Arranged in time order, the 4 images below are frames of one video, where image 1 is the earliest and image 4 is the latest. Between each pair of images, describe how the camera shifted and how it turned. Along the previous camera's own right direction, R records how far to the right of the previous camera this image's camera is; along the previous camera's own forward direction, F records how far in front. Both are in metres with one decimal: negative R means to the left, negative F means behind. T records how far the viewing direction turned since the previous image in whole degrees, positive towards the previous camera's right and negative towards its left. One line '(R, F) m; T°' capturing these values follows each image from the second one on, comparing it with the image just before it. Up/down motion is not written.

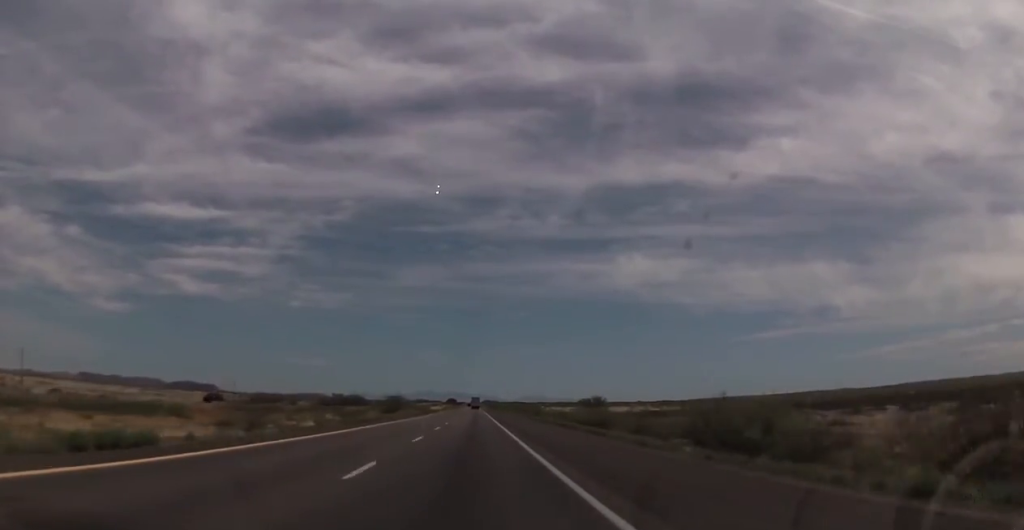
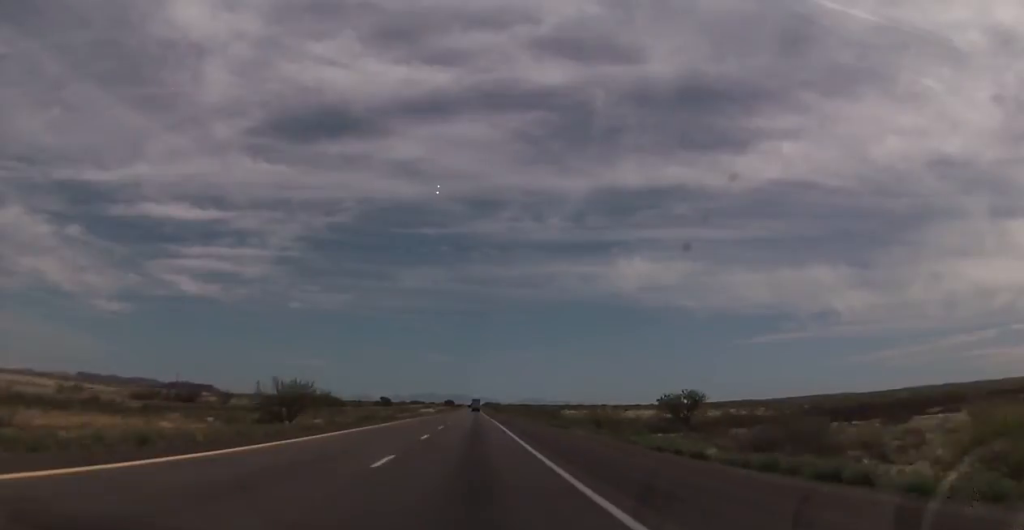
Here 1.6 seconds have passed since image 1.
(-0.7, +58.5) m; -1°
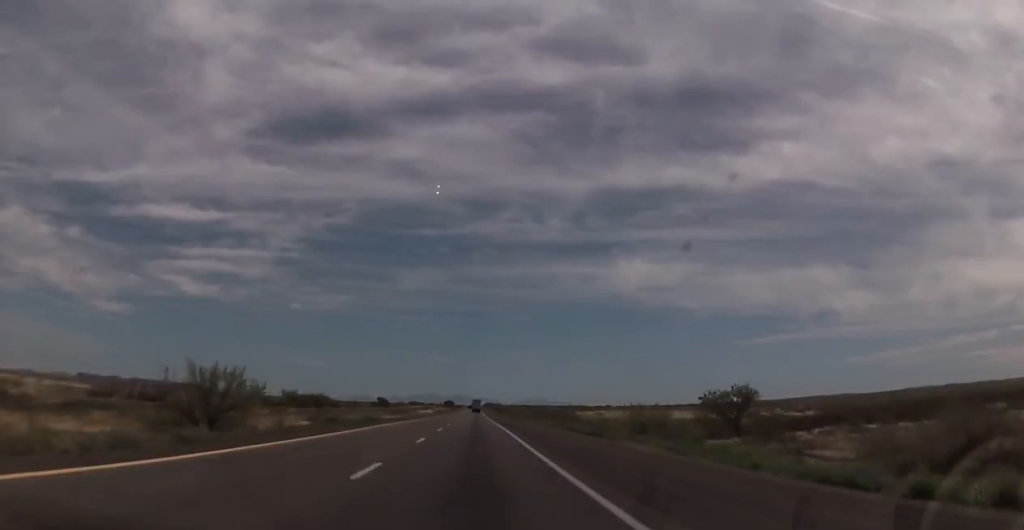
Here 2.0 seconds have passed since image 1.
(+0.2, +14.7) m; 0°
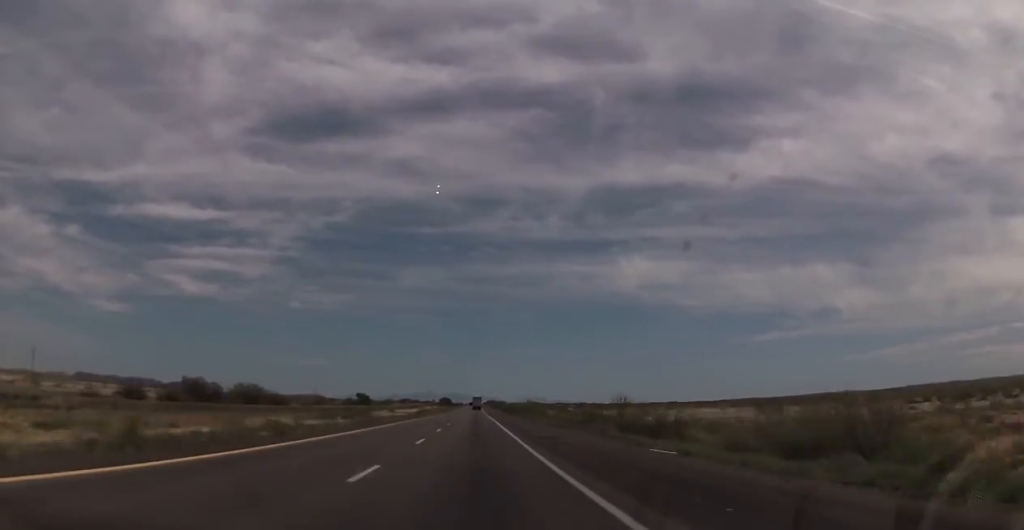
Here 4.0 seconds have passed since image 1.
(+0.1, +73.3) m; 0°
